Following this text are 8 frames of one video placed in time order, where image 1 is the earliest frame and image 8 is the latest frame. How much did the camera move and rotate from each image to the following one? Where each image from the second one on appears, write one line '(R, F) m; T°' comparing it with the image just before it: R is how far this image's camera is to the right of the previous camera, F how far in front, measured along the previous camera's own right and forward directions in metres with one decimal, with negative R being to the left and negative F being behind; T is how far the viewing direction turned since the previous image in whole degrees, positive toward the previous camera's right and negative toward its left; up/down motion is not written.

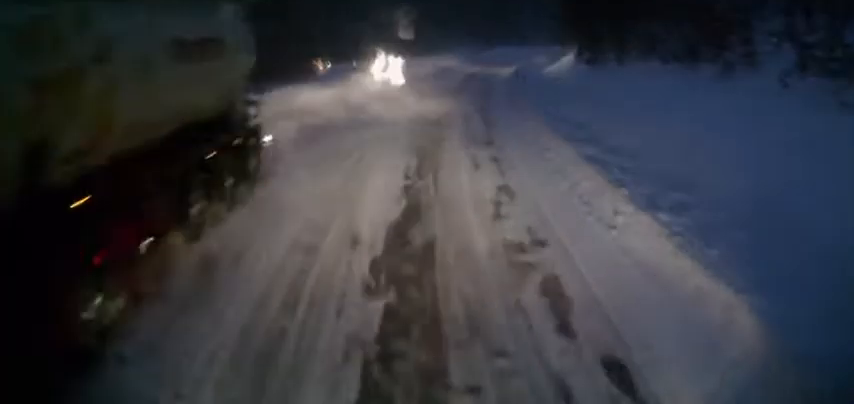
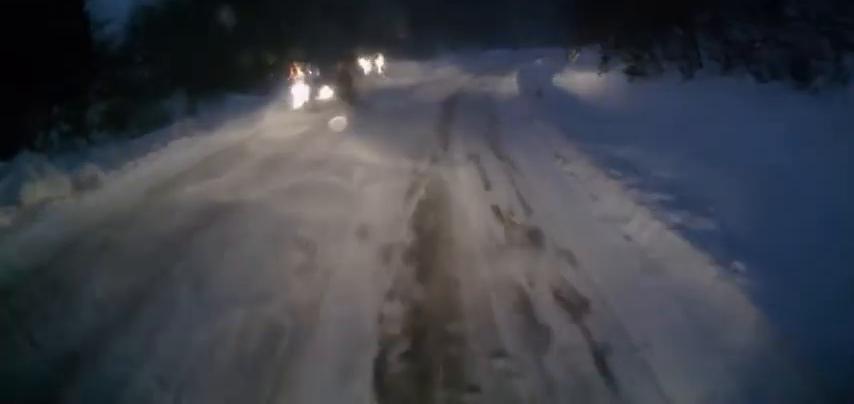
(-1.2, +7.2) m; -4°
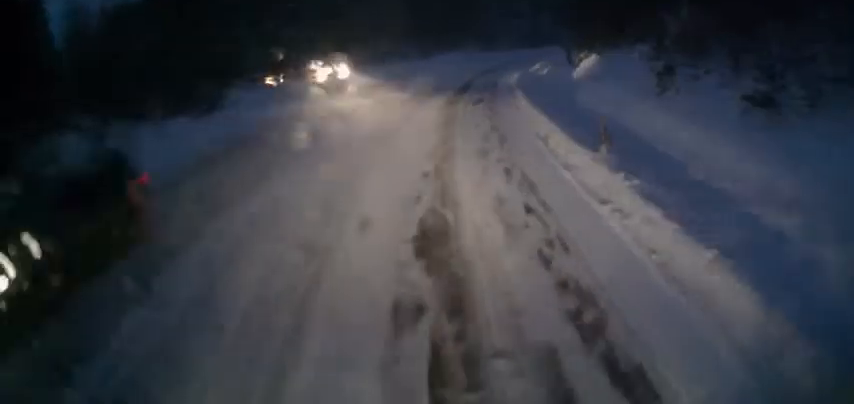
(-0.8, +8.7) m; +2°
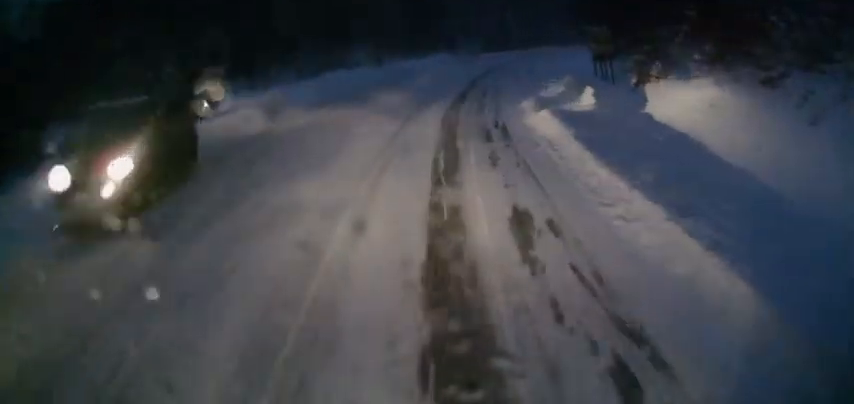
(+3.2, +15.2) m; +17°
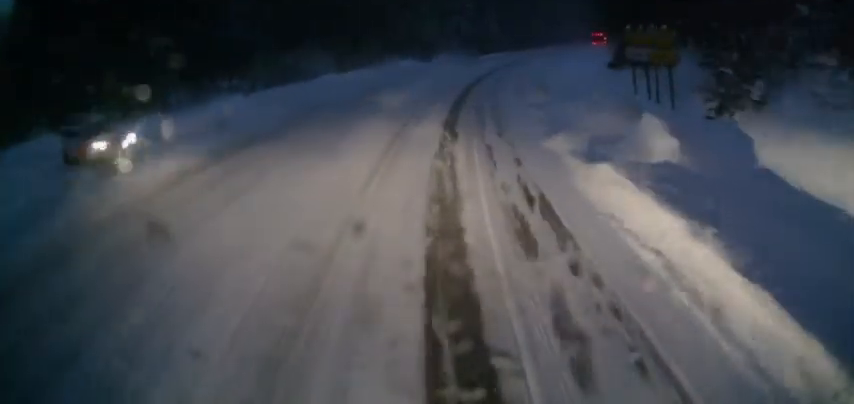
(+0.2, +7.2) m; +2°
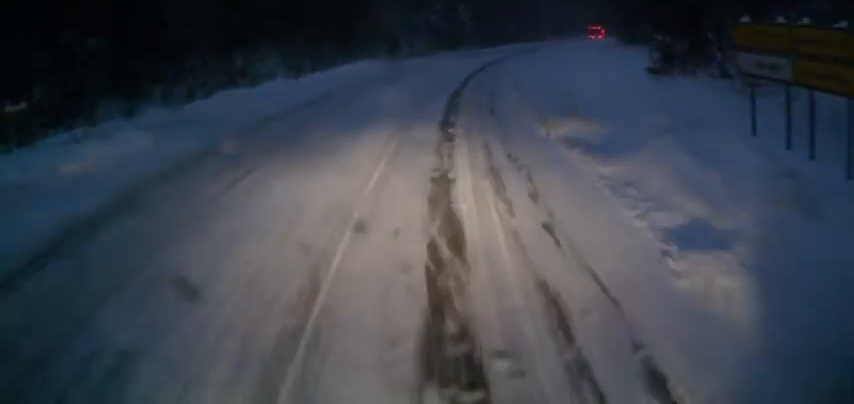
(+0.1, +8.3) m; +2°
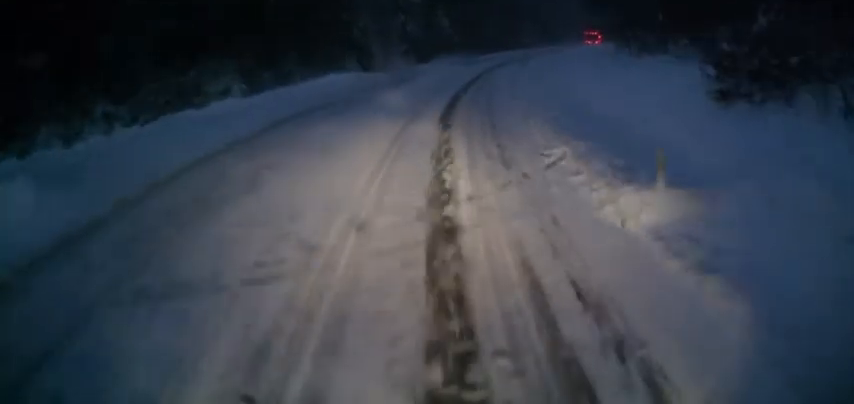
(+0.1, +5.8) m; +1°
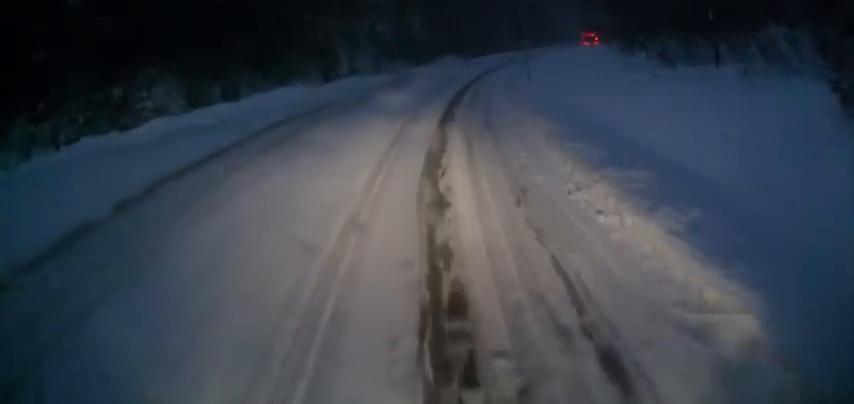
(0.0, +7.3) m; +3°
